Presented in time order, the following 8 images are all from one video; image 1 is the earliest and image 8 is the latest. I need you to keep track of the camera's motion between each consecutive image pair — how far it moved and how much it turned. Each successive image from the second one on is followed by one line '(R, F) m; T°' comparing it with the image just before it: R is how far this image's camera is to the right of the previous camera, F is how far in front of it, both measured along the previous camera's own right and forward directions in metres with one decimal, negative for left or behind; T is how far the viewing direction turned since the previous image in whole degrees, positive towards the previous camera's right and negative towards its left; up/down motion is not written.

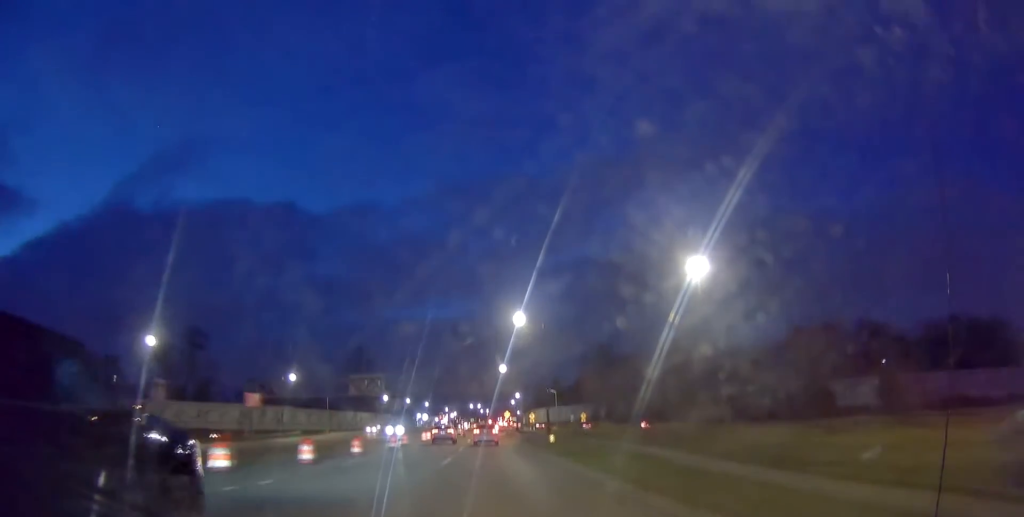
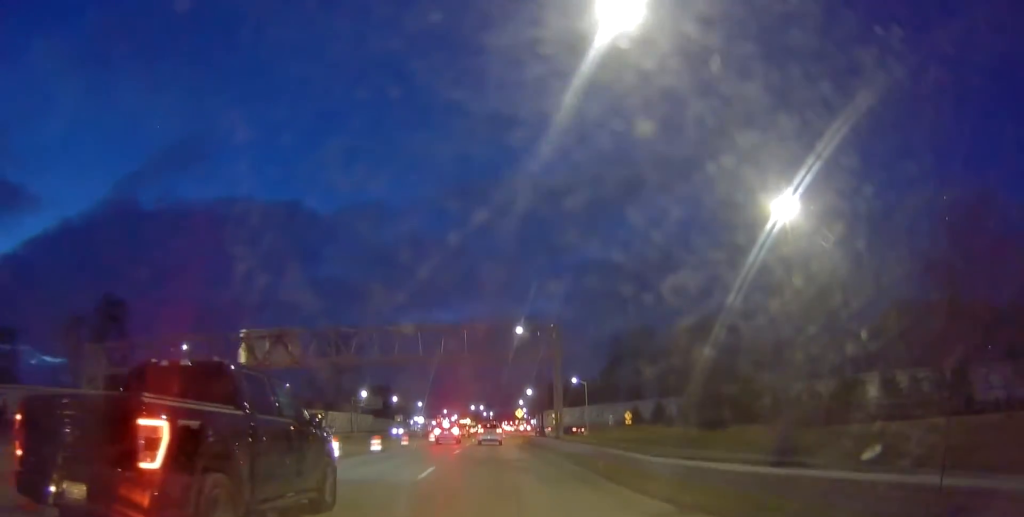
(+0.2, +39.2) m; -2°
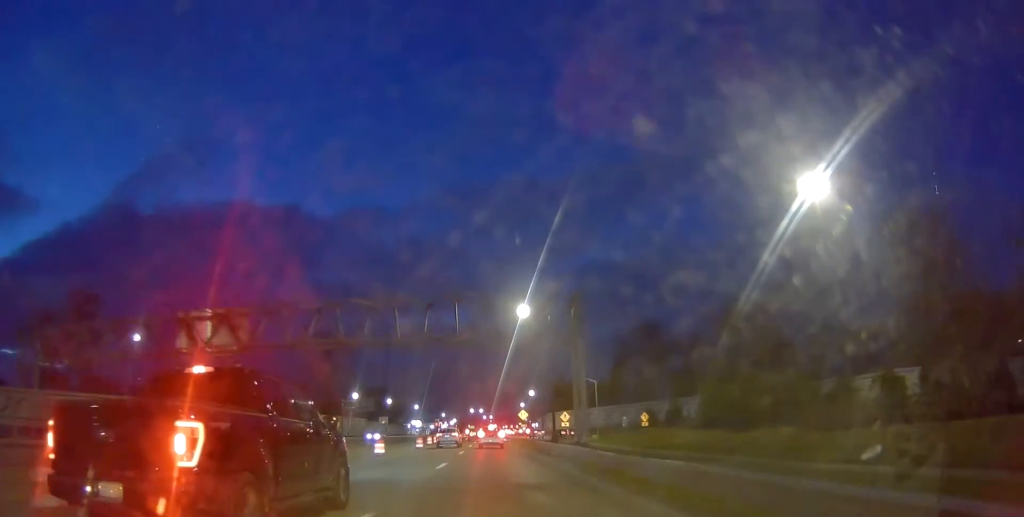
(+0.4, +10.2) m; +3°
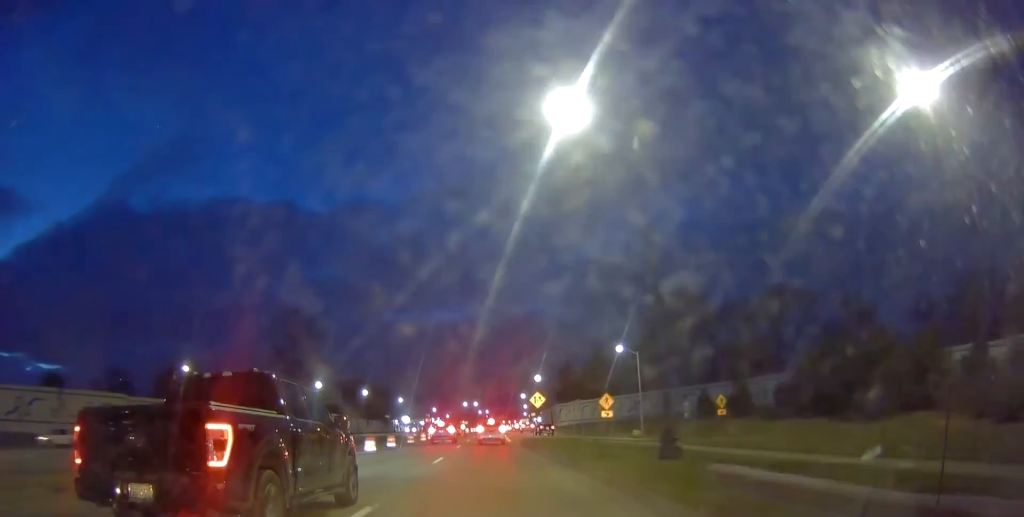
(+1.2, +29.1) m; +1°
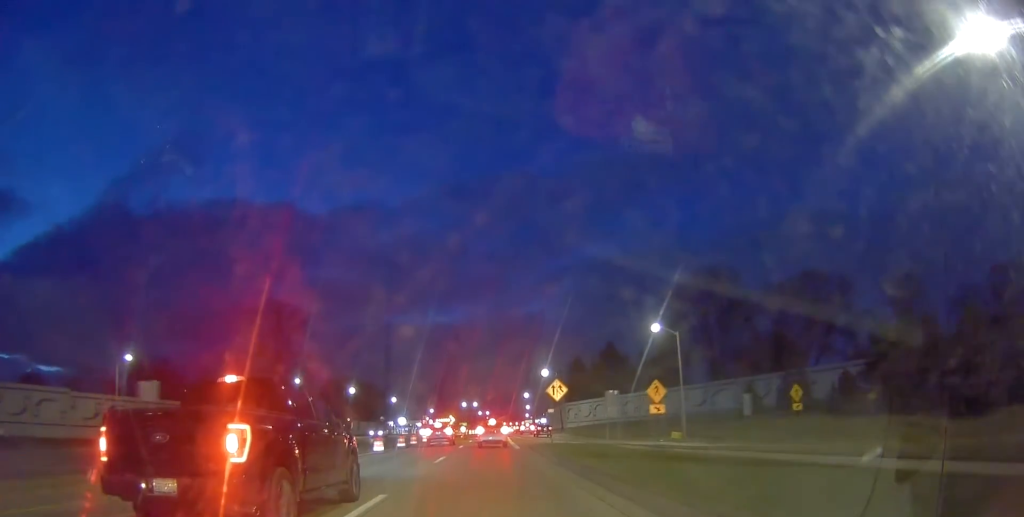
(-0.4, +14.6) m; -3°
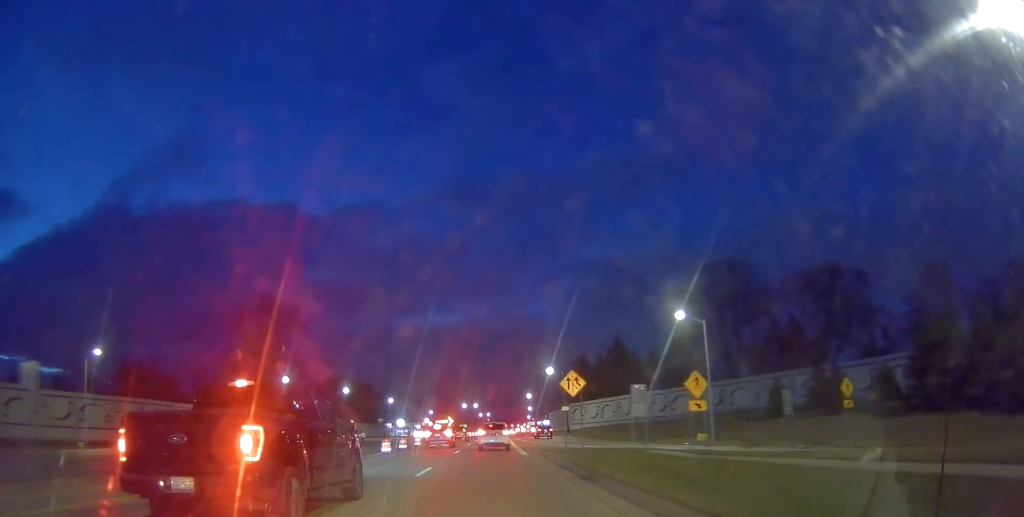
(+0.1, +6.7) m; -2°
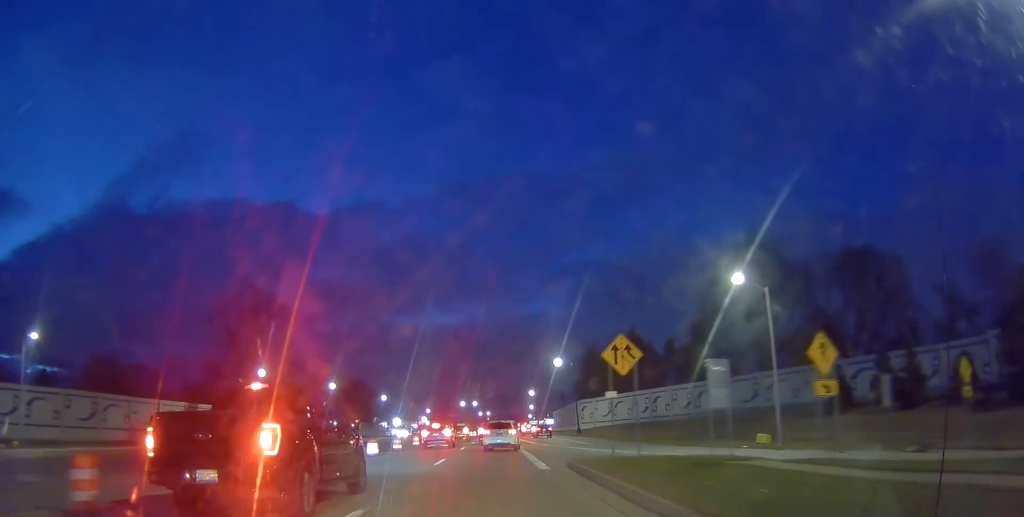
(-0.6, +11.5) m; -1°
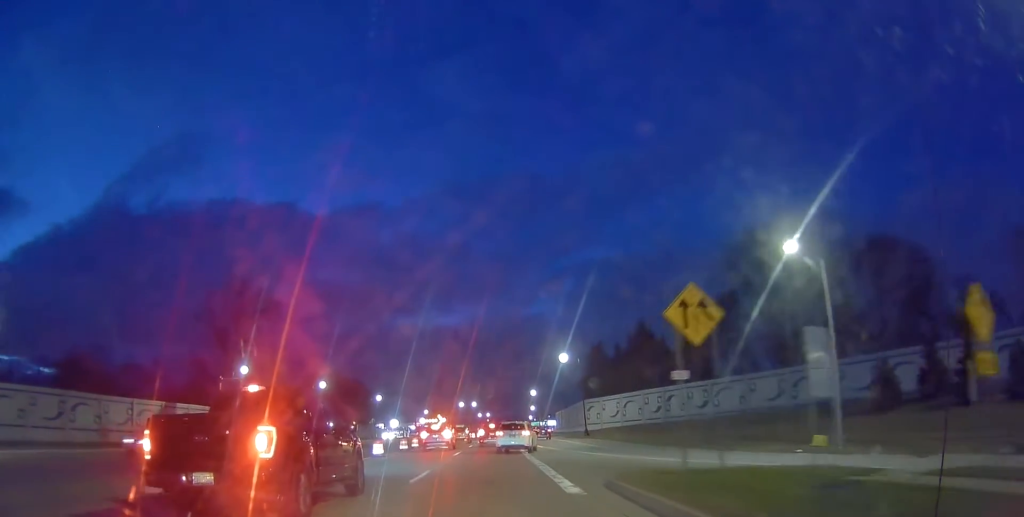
(0.0, +7.1) m; +1°
